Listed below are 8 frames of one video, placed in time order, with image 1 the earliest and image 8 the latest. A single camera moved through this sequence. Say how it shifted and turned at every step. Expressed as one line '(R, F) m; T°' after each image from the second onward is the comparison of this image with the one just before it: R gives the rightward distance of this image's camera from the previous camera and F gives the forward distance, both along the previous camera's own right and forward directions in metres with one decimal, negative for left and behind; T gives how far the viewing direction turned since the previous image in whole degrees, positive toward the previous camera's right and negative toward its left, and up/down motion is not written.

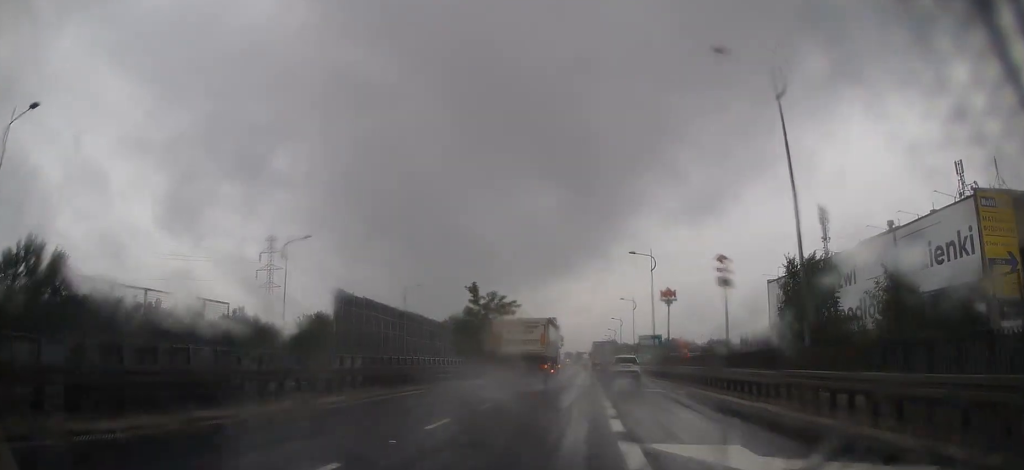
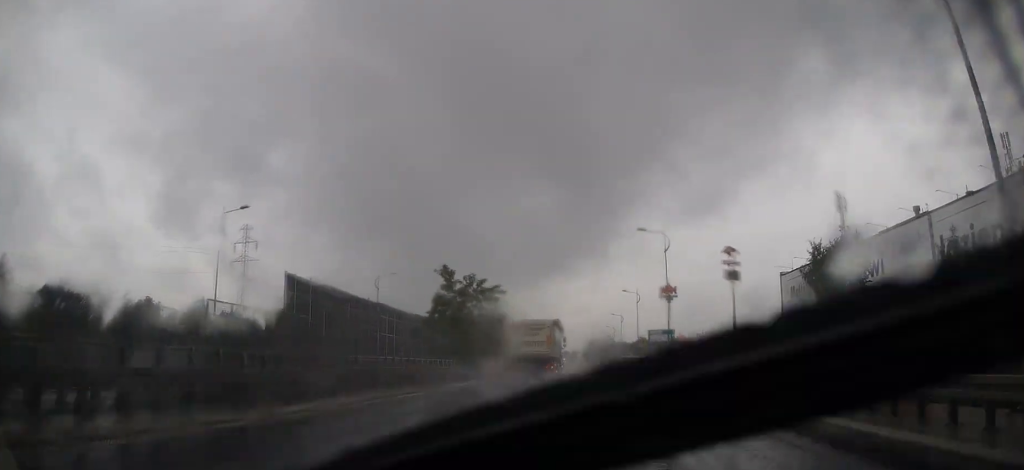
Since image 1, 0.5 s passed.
(+0.1, +10.6) m; 0°
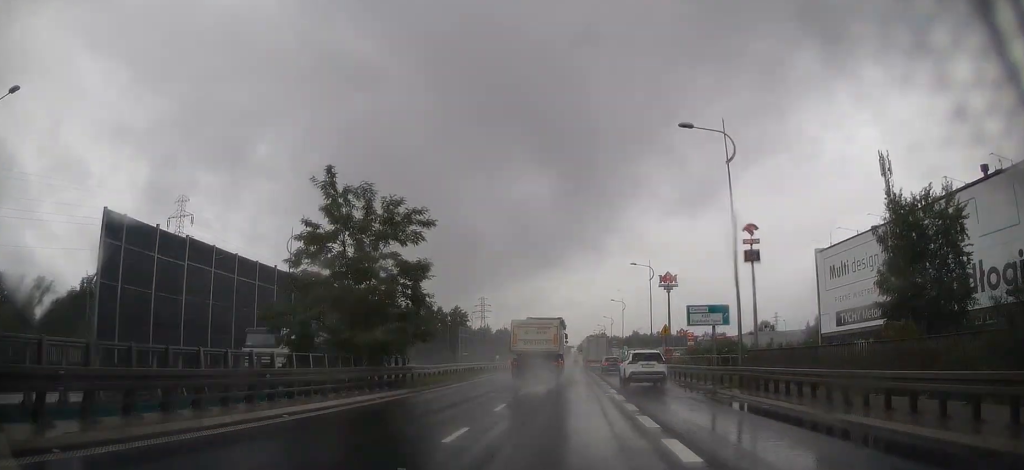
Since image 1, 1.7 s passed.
(0.0, +22.0) m; +1°
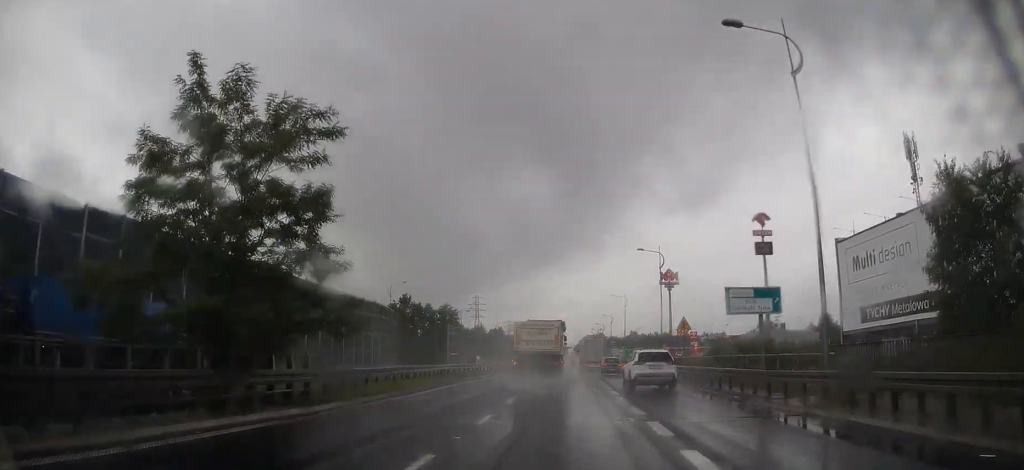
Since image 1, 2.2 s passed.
(0.0, +9.5) m; 0°
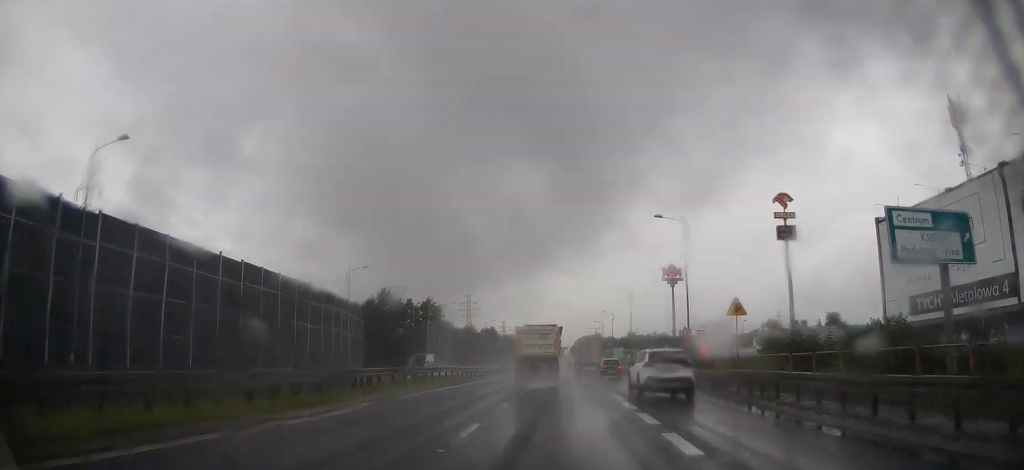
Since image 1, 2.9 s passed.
(+0.1, +14.4) m; 0°
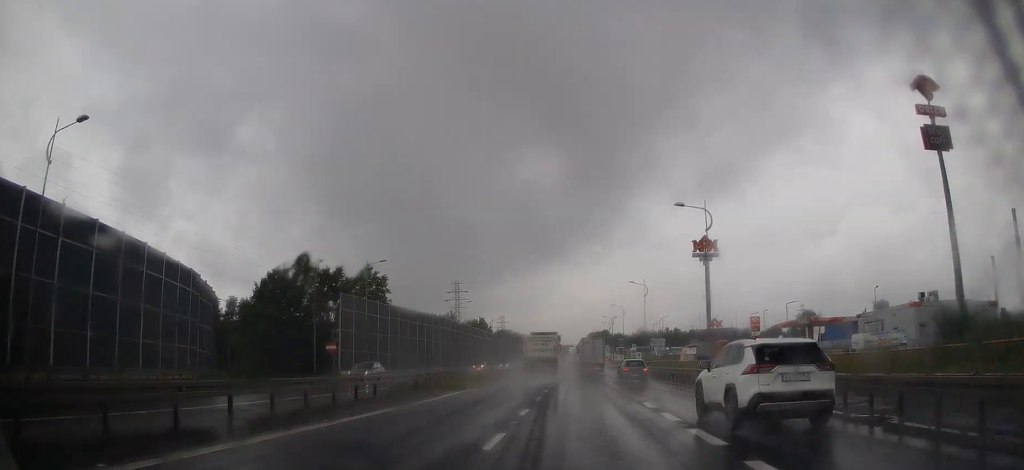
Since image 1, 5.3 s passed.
(-0.3, +44.8) m; 0°
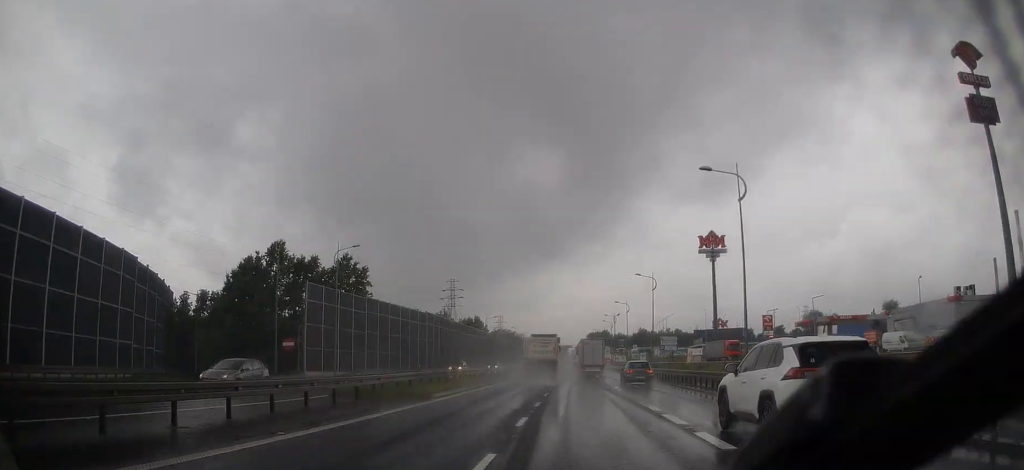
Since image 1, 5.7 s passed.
(0.0, +8.5) m; 0°
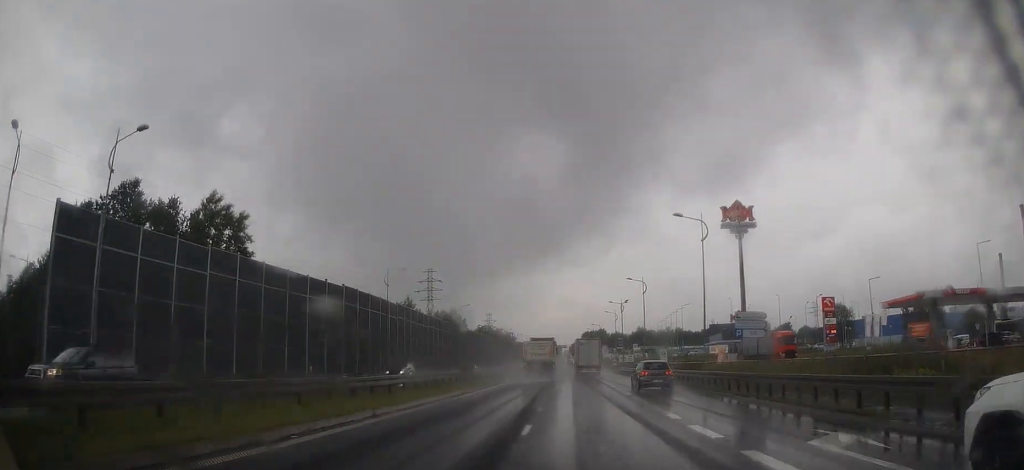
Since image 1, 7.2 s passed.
(+0.4, +29.8) m; +1°
